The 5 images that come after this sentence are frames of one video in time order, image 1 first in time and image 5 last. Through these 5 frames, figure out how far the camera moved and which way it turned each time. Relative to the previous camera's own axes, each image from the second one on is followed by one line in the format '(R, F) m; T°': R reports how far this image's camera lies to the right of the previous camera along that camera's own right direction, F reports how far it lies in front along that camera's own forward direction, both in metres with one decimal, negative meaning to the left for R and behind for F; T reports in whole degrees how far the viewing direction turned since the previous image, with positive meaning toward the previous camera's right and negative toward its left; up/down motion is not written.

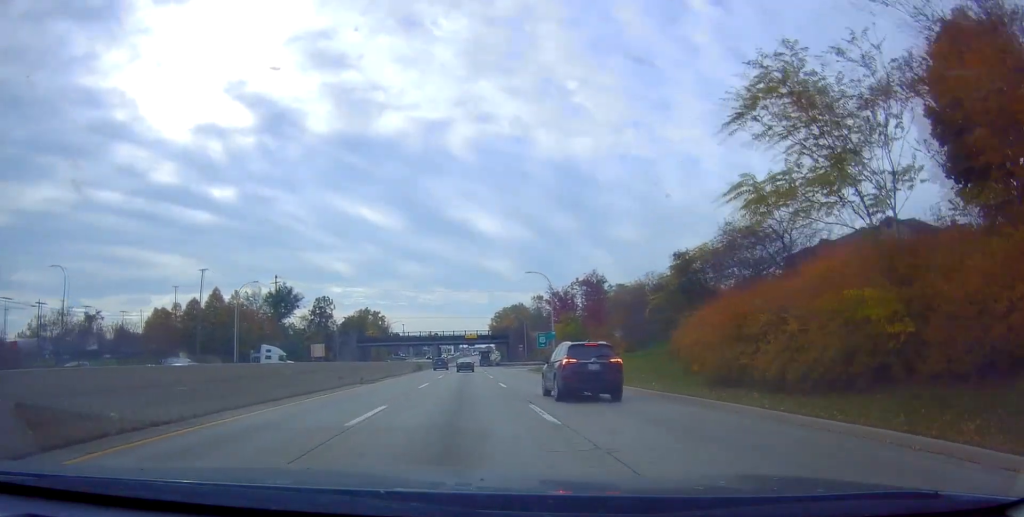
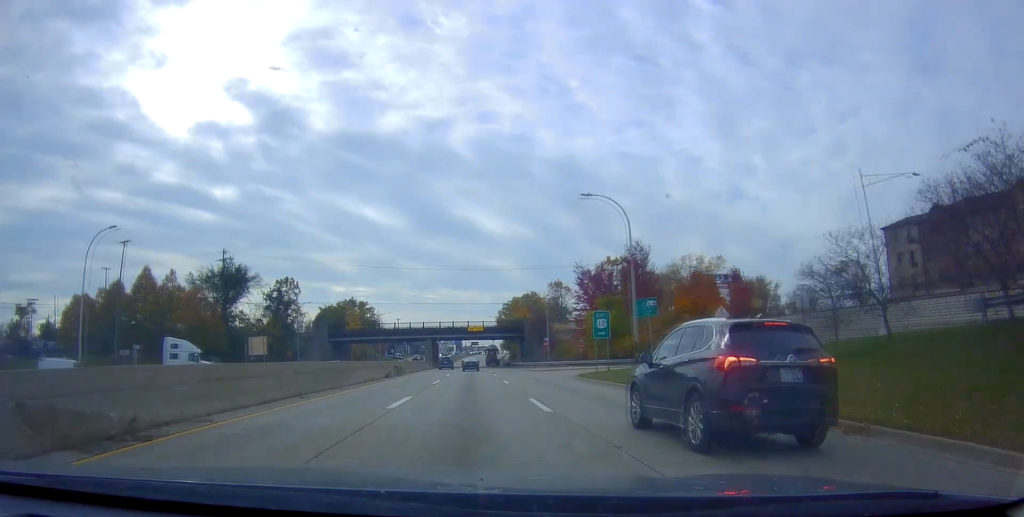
(-0.2, +27.0) m; -1°
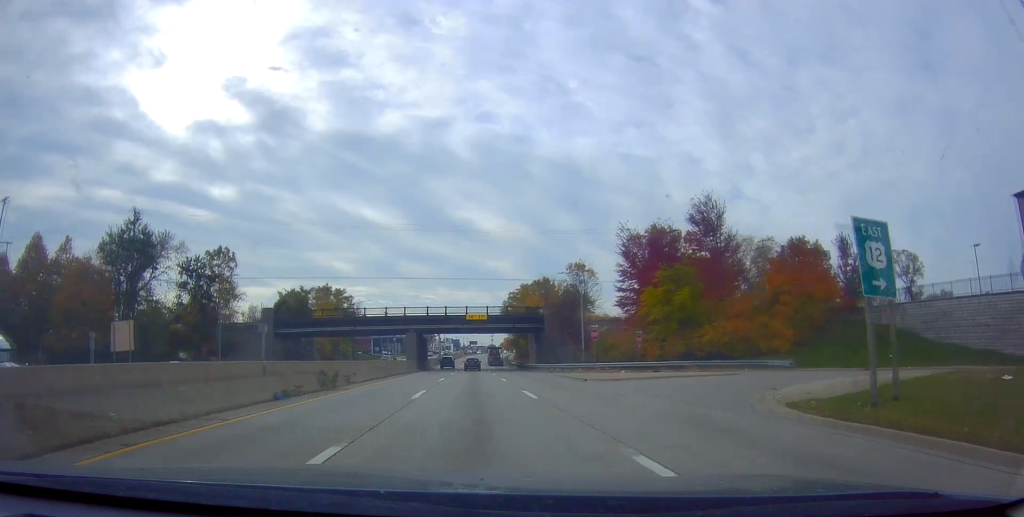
(-0.4, +26.6) m; 0°
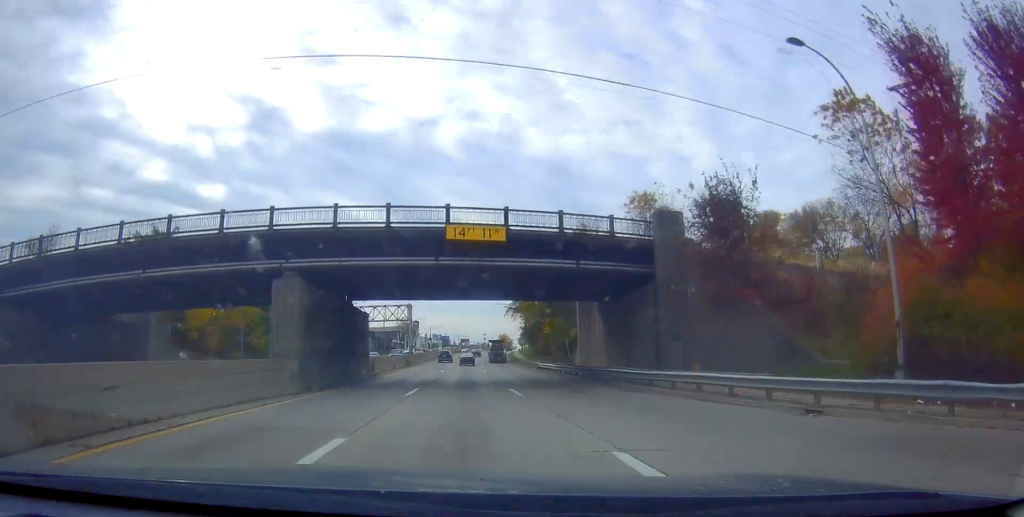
(+1.7, +45.7) m; +3°
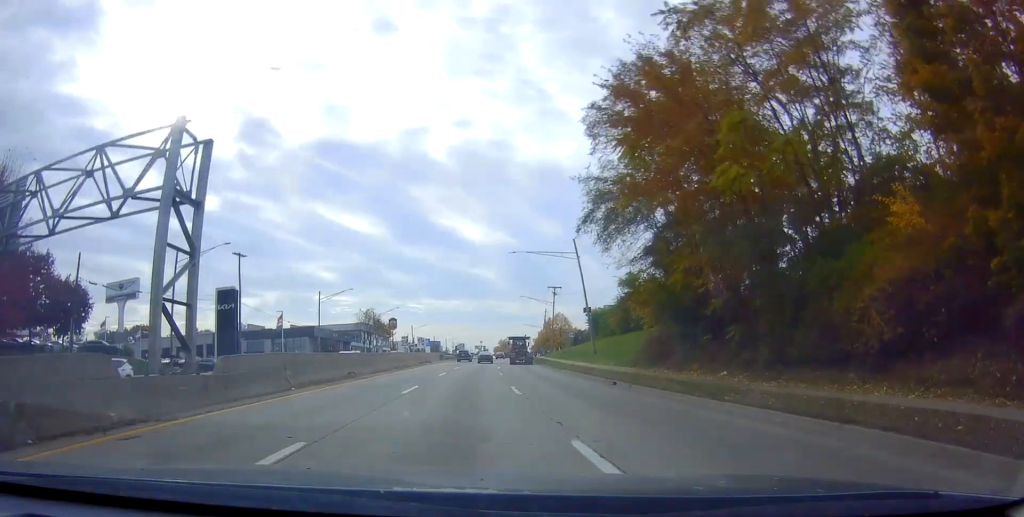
(-0.5, +60.6) m; 0°
